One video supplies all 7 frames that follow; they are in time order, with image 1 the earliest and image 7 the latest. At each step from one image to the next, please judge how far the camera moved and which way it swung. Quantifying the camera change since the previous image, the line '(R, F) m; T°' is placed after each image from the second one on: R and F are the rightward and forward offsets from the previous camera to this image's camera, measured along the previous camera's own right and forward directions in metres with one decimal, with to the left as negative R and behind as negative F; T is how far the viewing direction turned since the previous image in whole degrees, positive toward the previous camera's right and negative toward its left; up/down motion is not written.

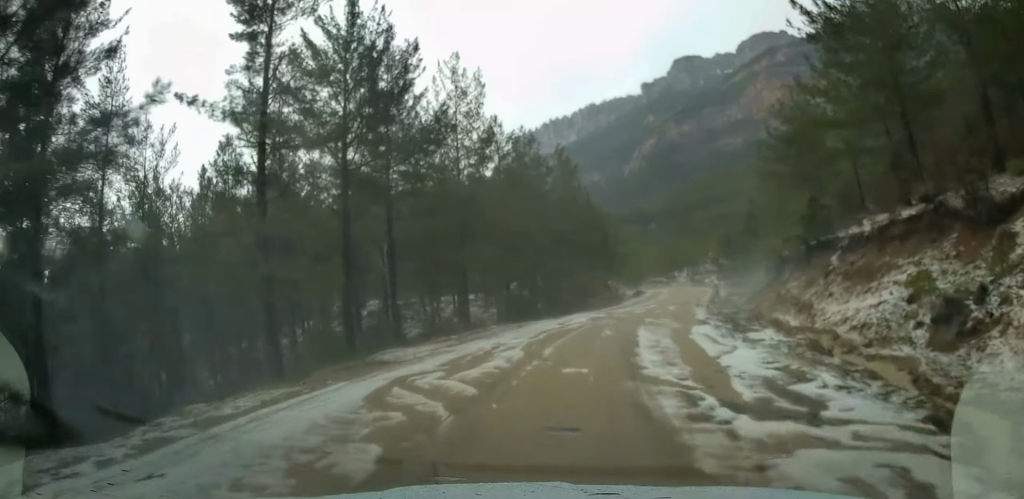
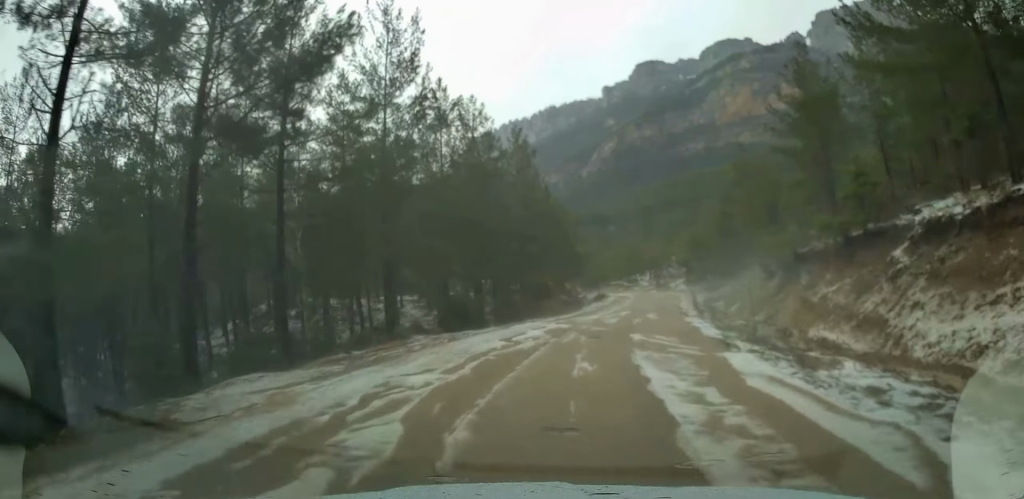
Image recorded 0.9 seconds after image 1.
(+0.2, +8.3) m; +4°
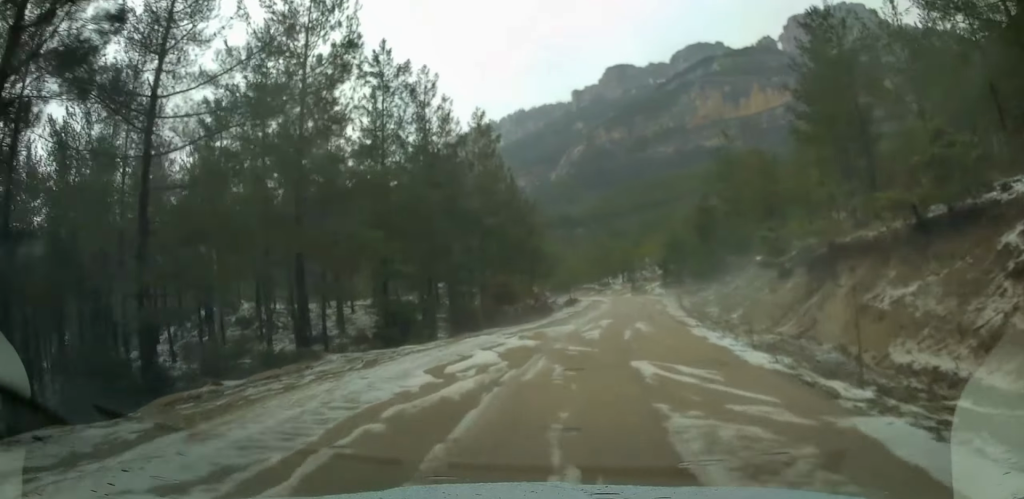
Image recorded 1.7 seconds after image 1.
(+0.3, +6.8) m; +3°
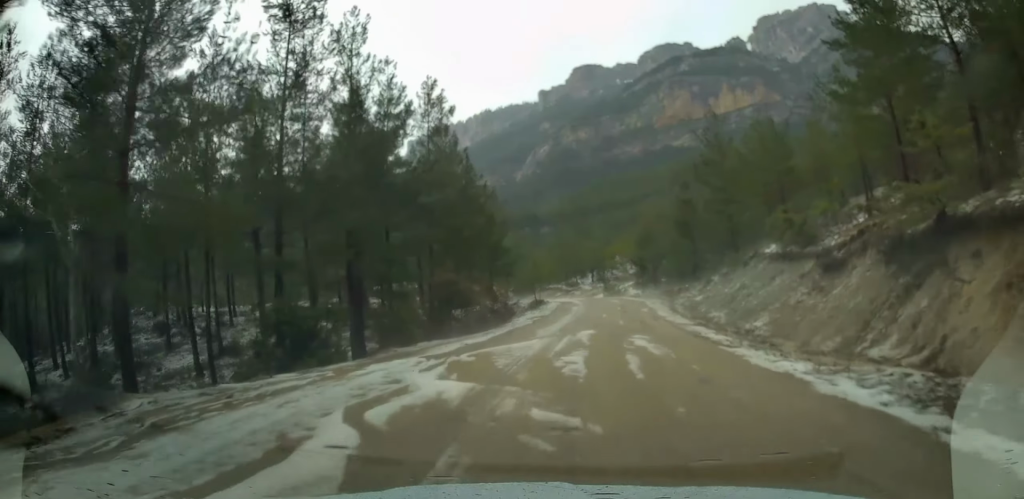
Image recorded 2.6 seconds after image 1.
(+0.3, +8.7) m; +3°
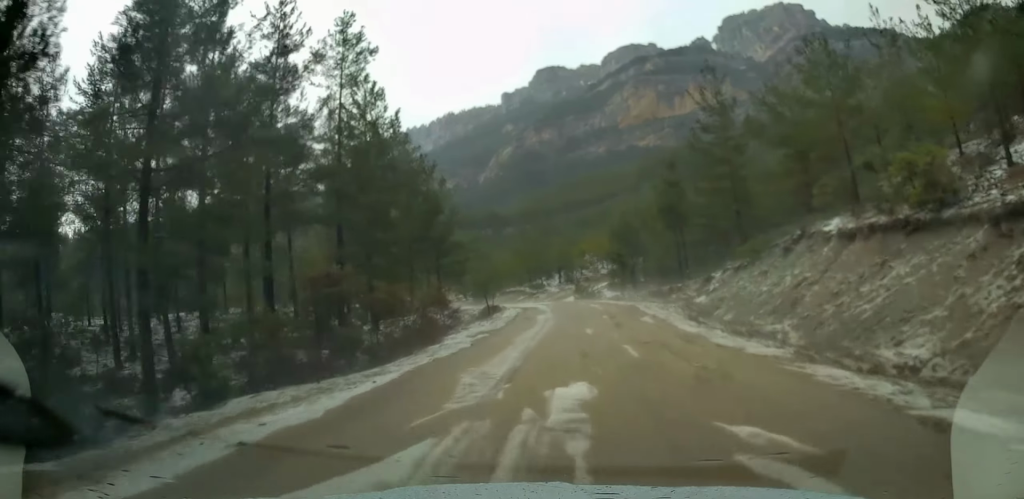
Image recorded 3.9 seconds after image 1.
(+0.3, +12.9) m; +3°
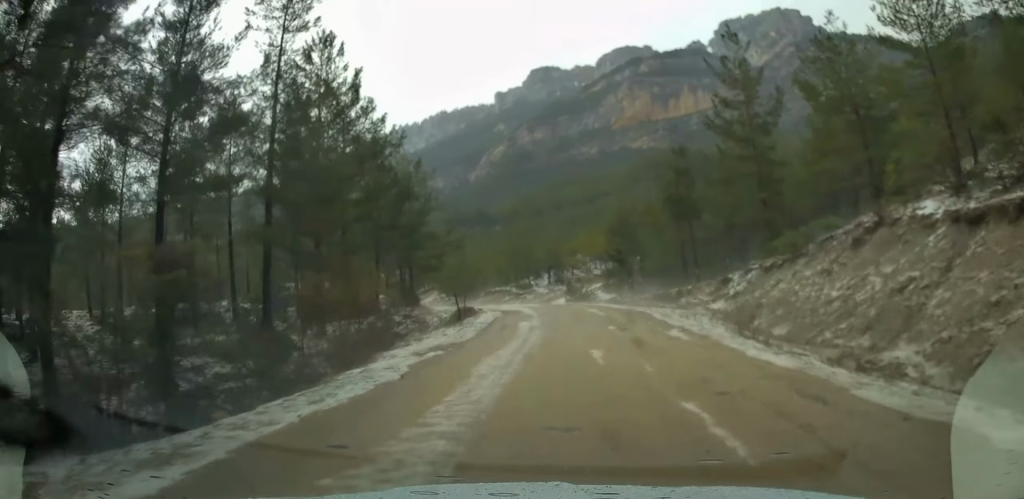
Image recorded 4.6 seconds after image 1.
(+0.1, +7.4) m; +2°
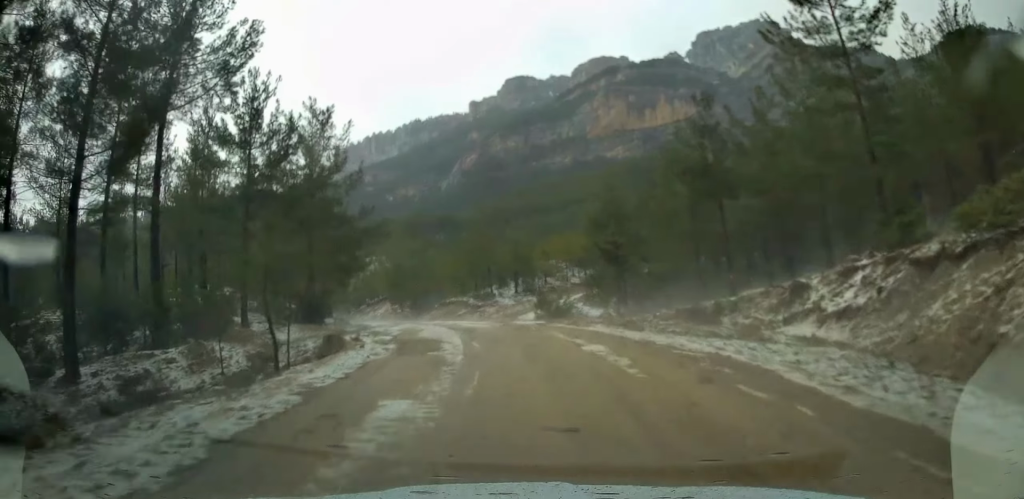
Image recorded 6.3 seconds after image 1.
(+0.3, +17.0) m; 0°
